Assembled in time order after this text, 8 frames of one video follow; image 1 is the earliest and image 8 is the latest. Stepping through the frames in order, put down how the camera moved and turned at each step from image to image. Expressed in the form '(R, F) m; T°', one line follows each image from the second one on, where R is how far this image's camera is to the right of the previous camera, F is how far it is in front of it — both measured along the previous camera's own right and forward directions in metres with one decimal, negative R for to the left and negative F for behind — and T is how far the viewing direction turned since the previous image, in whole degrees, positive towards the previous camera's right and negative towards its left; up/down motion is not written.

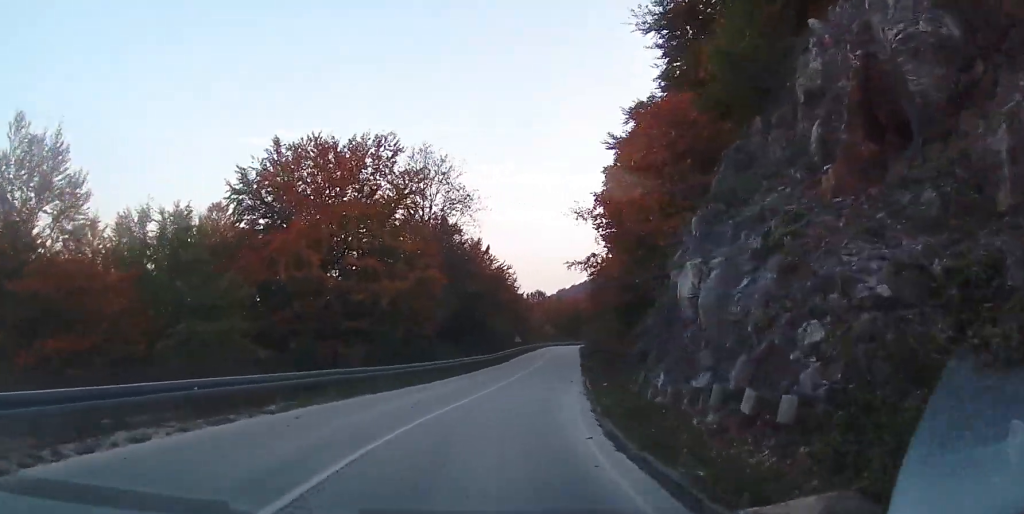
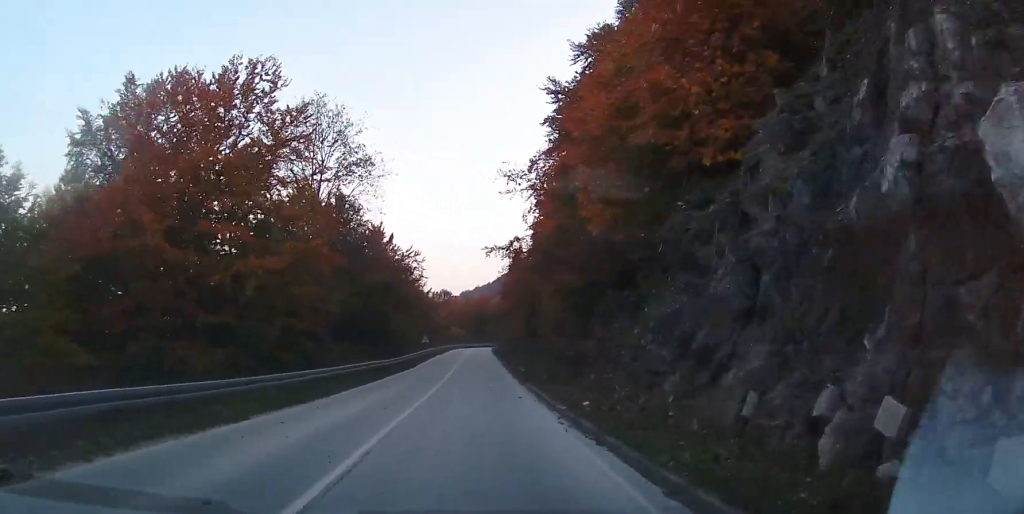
(+0.6, +8.7) m; +5°
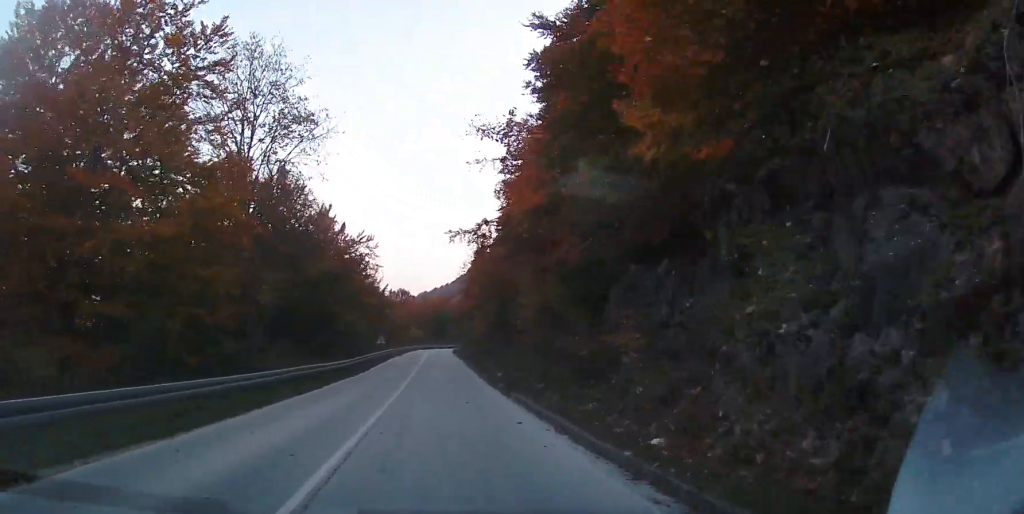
(+0.1, +6.0) m; +1°
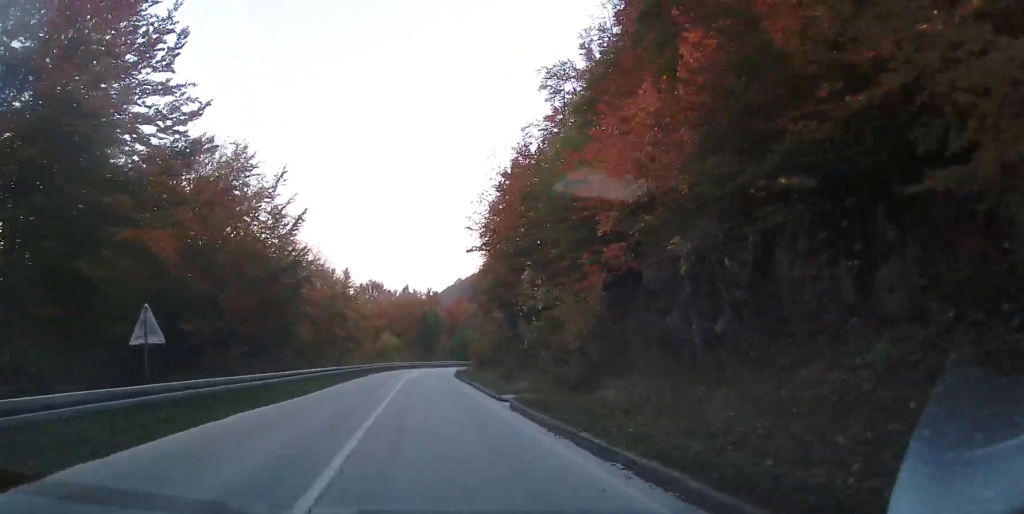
(+6.4, +43.5) m; +12°
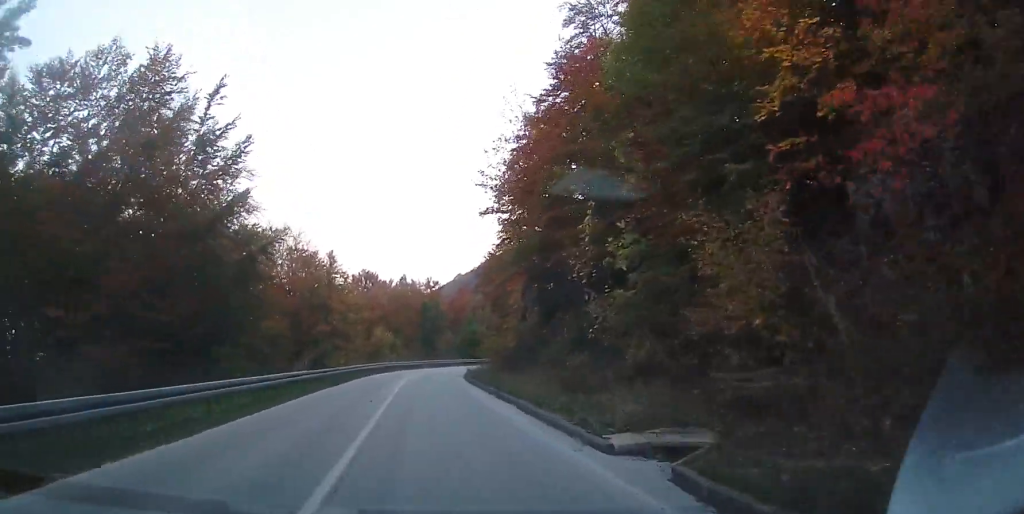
(-0.1, +11.5) m; 0°
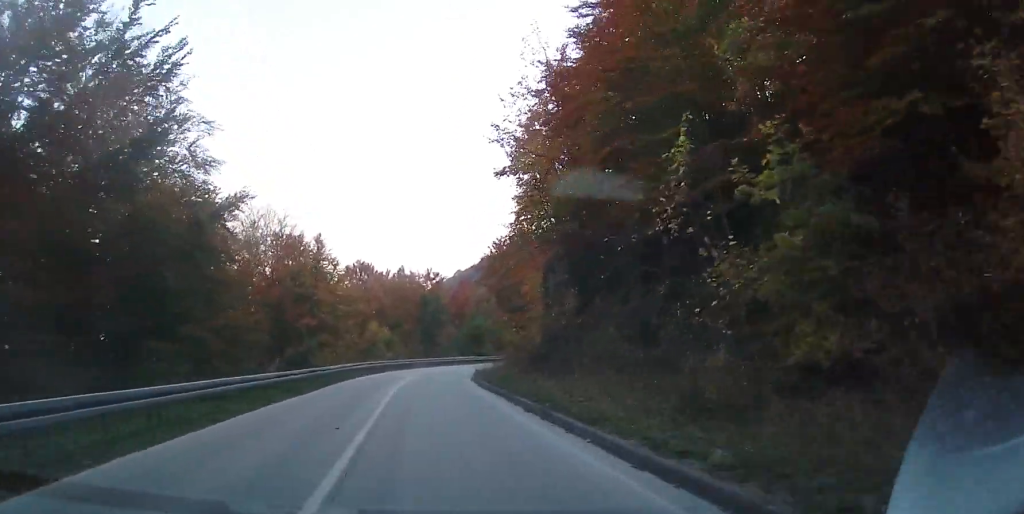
(0.0, +7.5) m; 0°
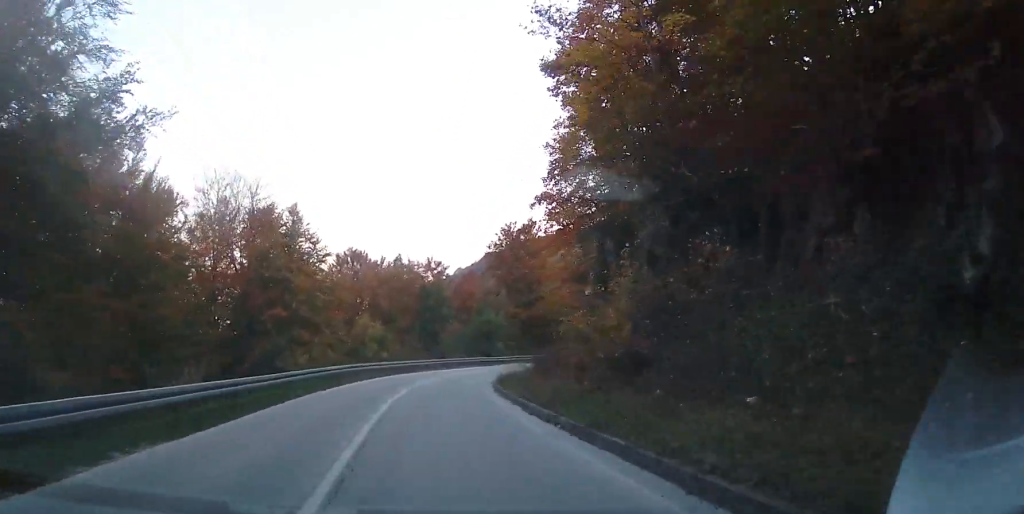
(0.0, +11.2) m; +1°
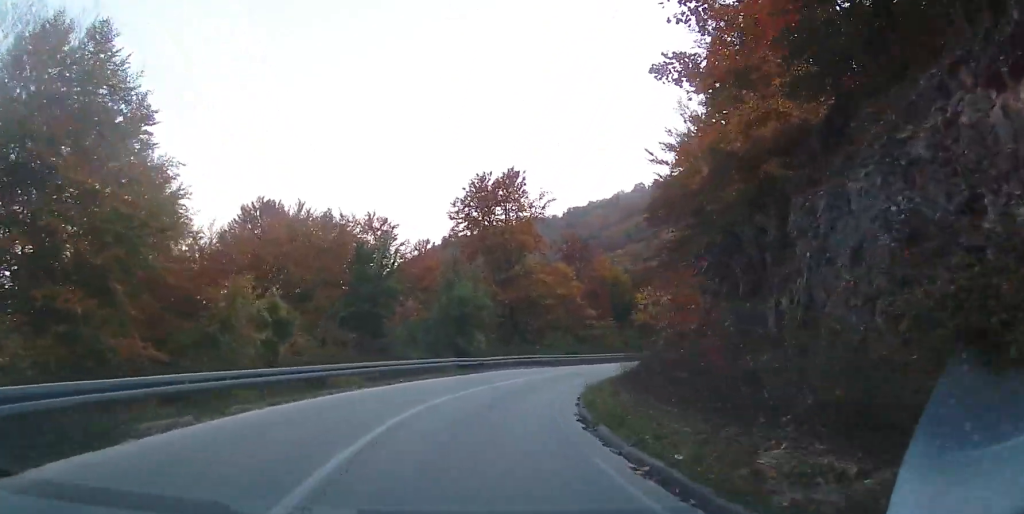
(+1.5, +26.8) m; +11°
